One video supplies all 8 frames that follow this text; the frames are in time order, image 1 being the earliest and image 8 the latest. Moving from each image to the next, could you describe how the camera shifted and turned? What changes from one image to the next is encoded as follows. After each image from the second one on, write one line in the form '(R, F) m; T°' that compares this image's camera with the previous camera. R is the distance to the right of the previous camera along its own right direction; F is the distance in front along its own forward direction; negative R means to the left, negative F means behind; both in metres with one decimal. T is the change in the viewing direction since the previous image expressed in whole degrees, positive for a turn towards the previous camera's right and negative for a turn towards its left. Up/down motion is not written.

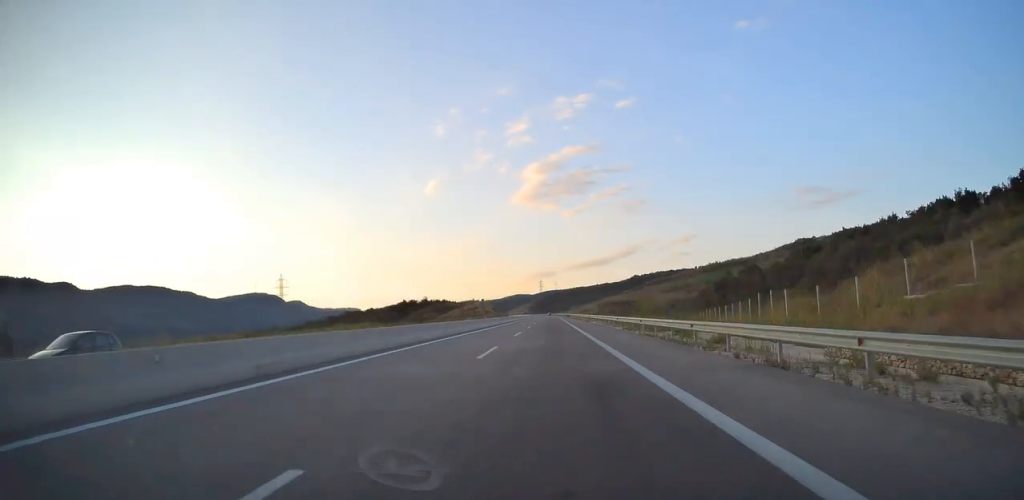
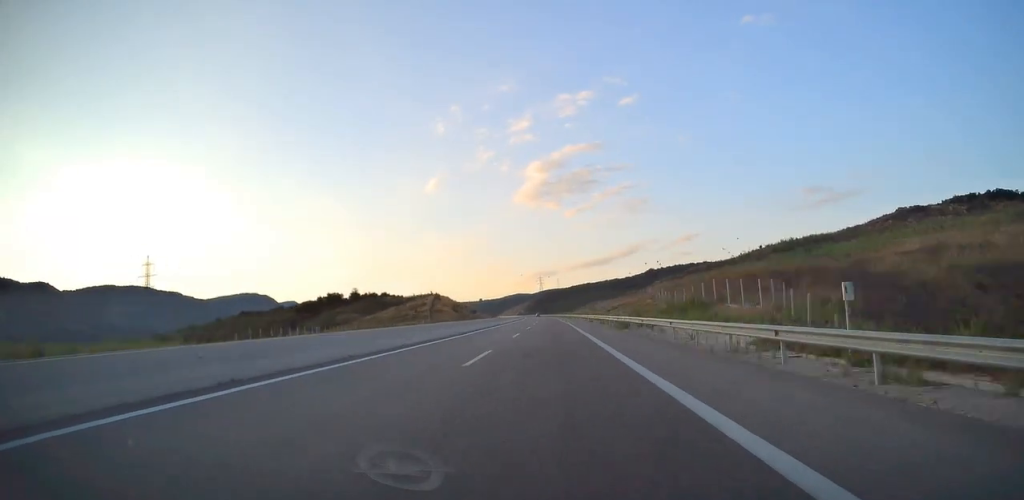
(-0.6, +126.7) m; -1°
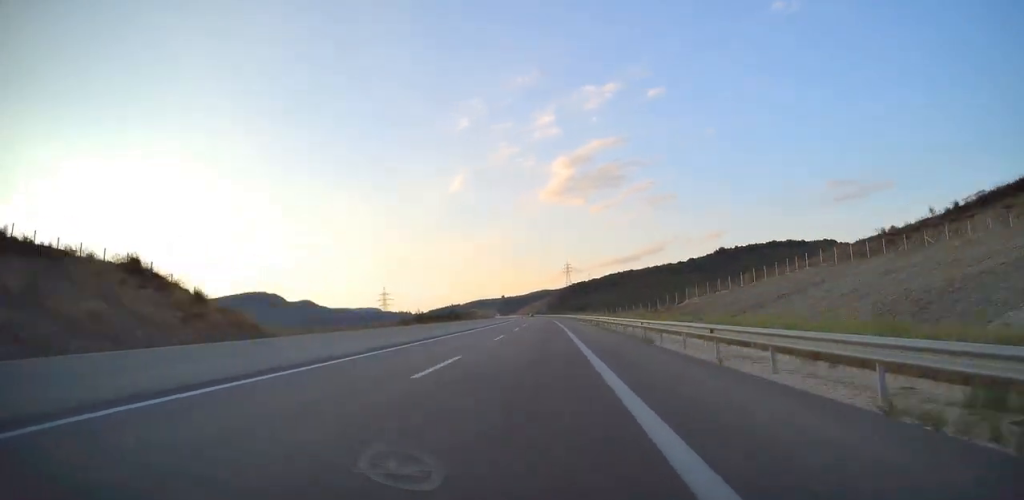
(-2.9, +218.5) m; -2°
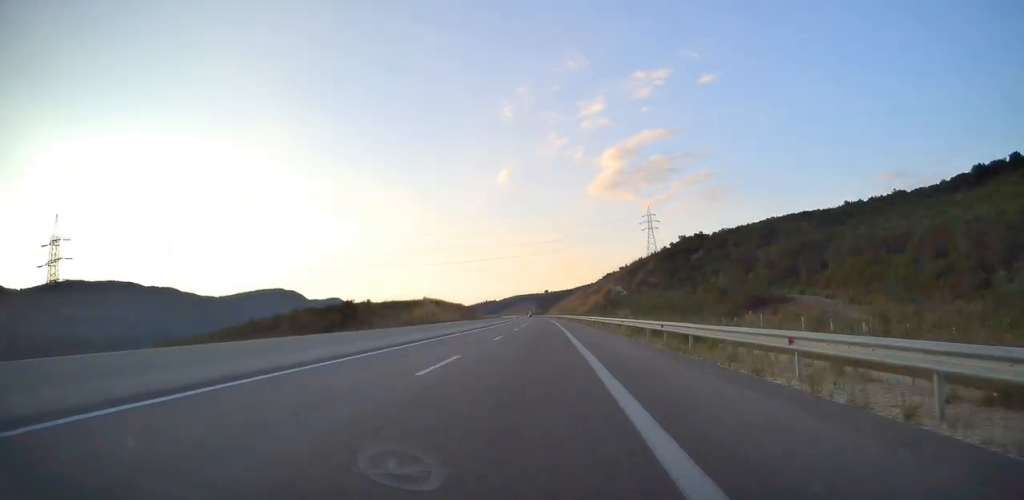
(-12.6, +333.2) m; -4°
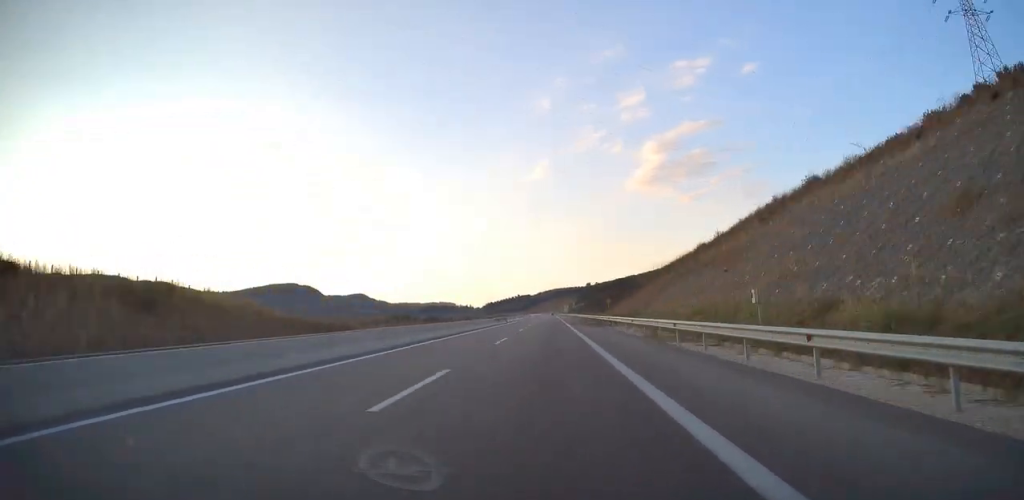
(-8.3, +271.7) m; -2°
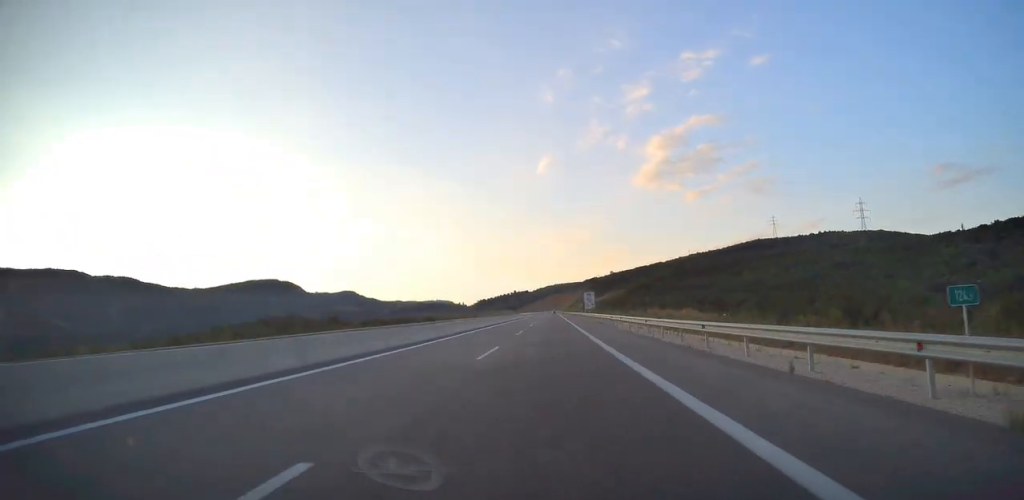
(-1.5, +203.6) m; 0°
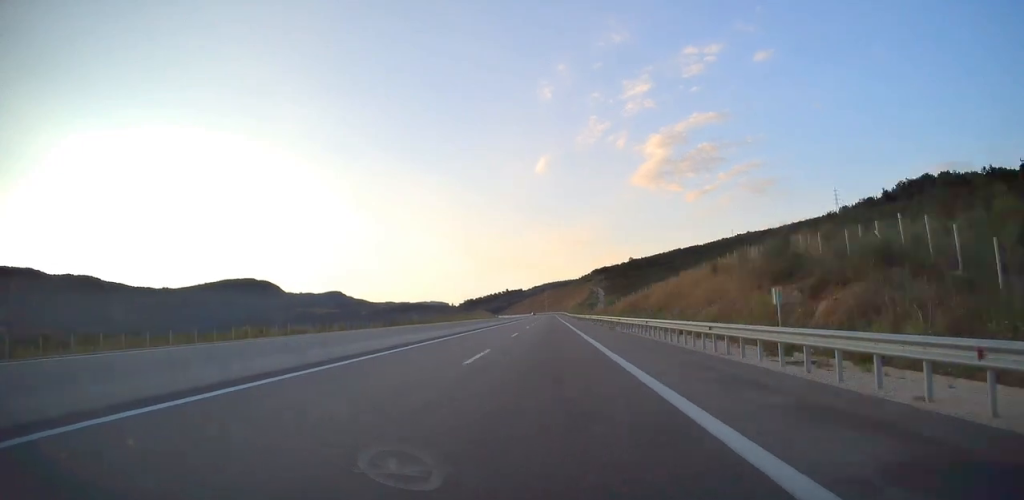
(-0.3, +177.5) m; -1°
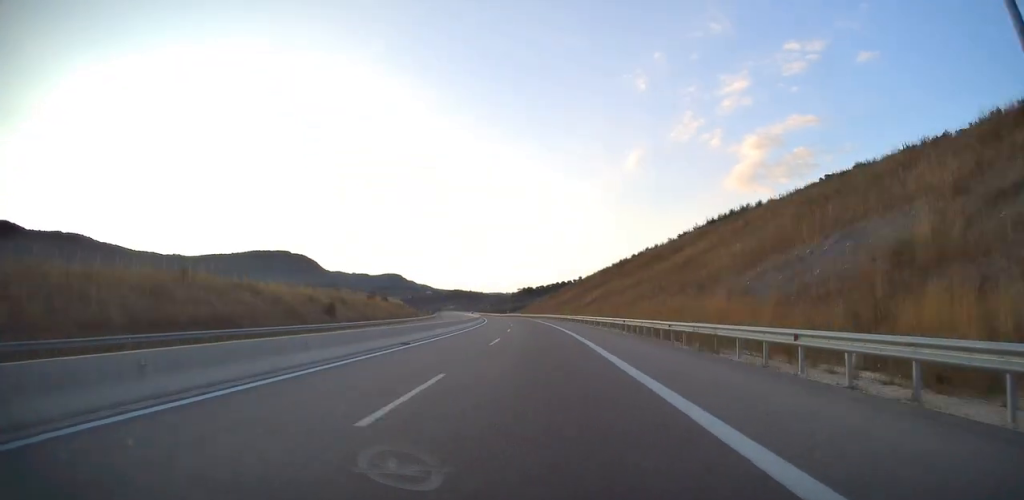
(-15.2, +340.3) m; -9°
